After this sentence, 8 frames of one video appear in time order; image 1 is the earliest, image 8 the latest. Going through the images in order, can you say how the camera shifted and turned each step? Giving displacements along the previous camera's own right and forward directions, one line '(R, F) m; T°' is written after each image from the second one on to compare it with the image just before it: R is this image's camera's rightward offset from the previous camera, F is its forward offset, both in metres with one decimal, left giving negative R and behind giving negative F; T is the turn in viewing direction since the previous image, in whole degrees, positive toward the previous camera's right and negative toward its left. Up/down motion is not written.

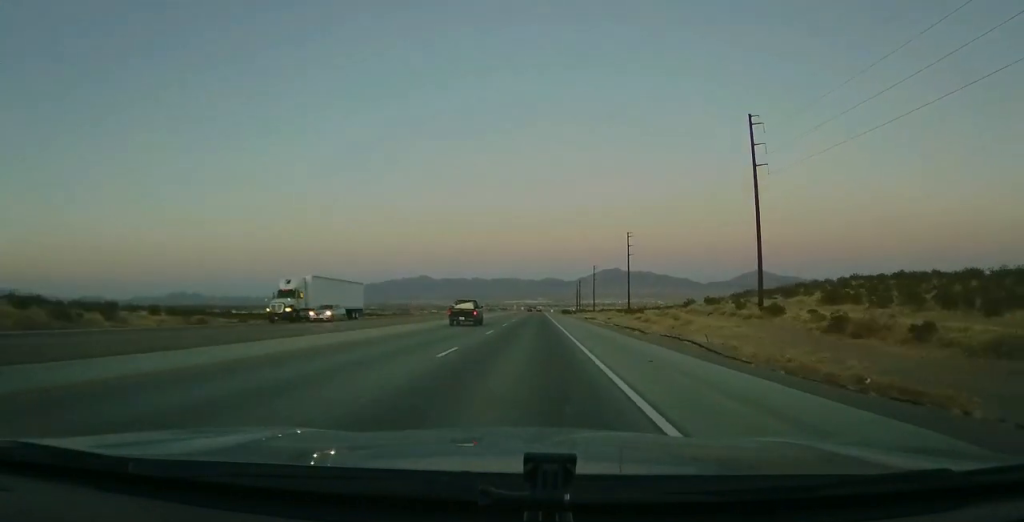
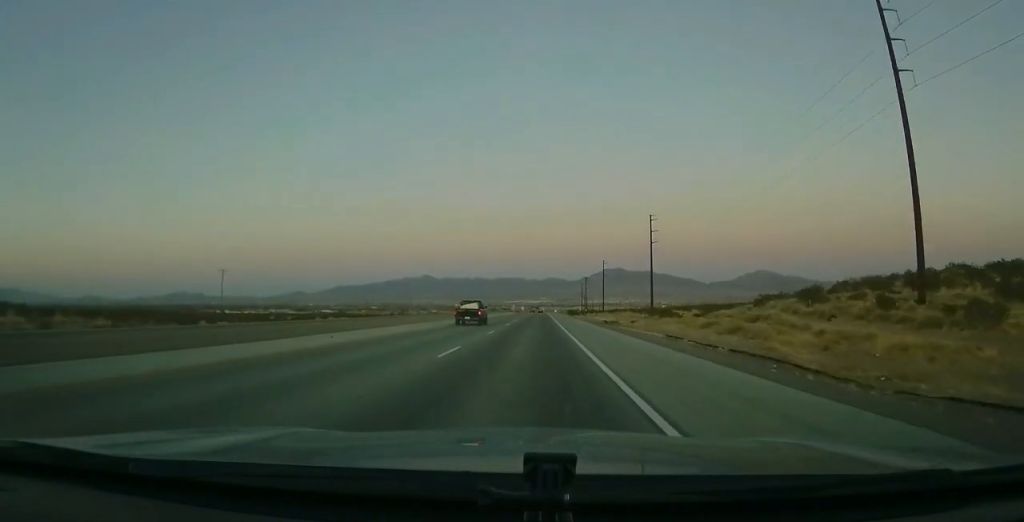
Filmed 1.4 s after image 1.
(+0.6, +36.5) m; 0°
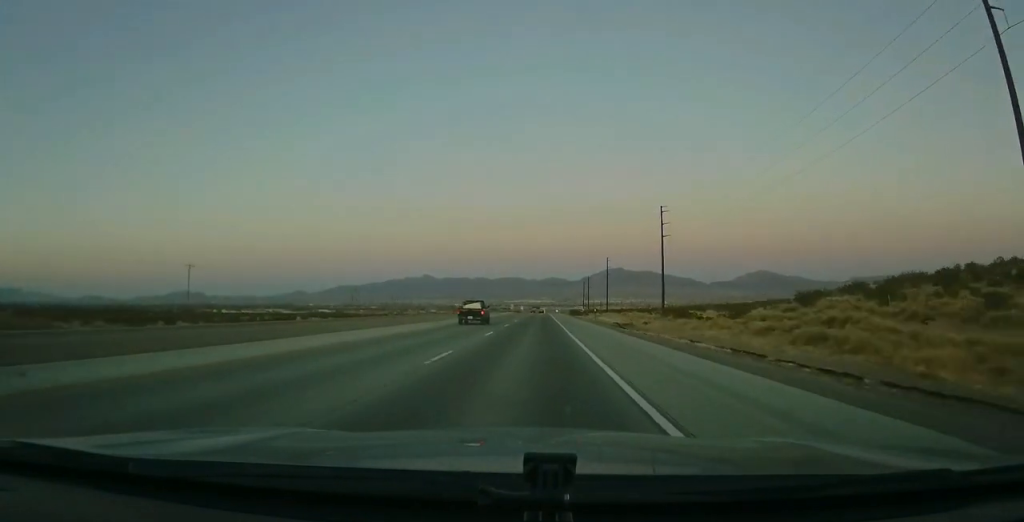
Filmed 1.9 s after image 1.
(+0.1, +13.9) m; 0°
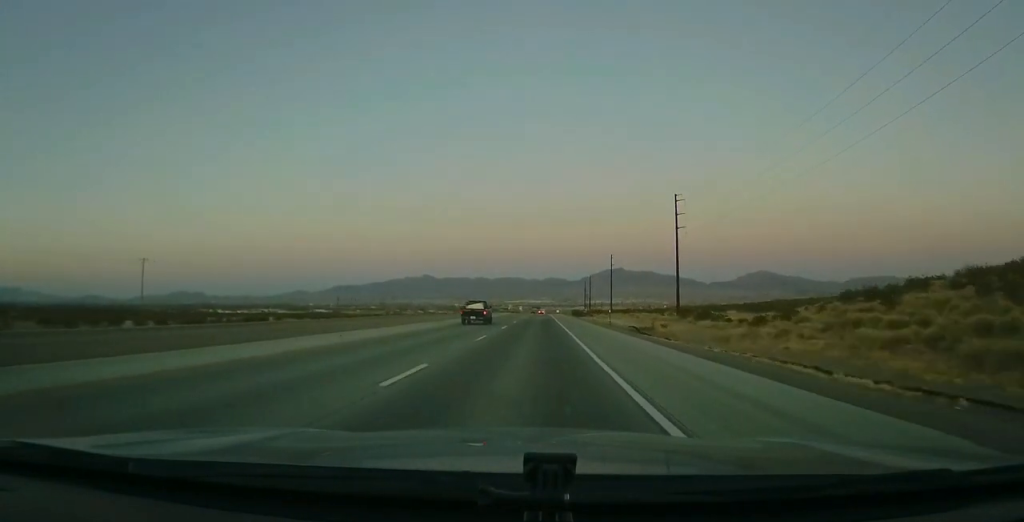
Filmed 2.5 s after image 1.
(-0.3, +15.7) m; 0°
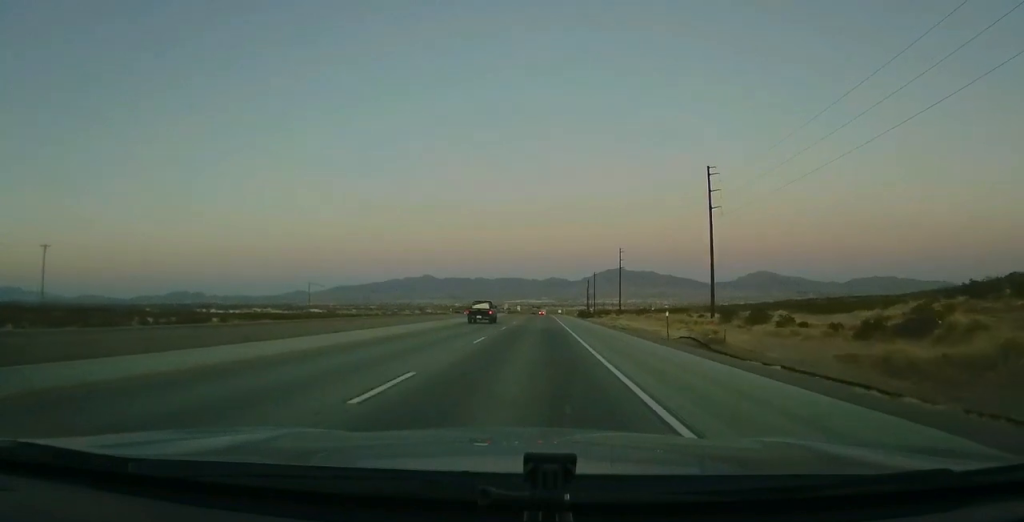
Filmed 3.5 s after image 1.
(+0.2, +26.0) m; 0°
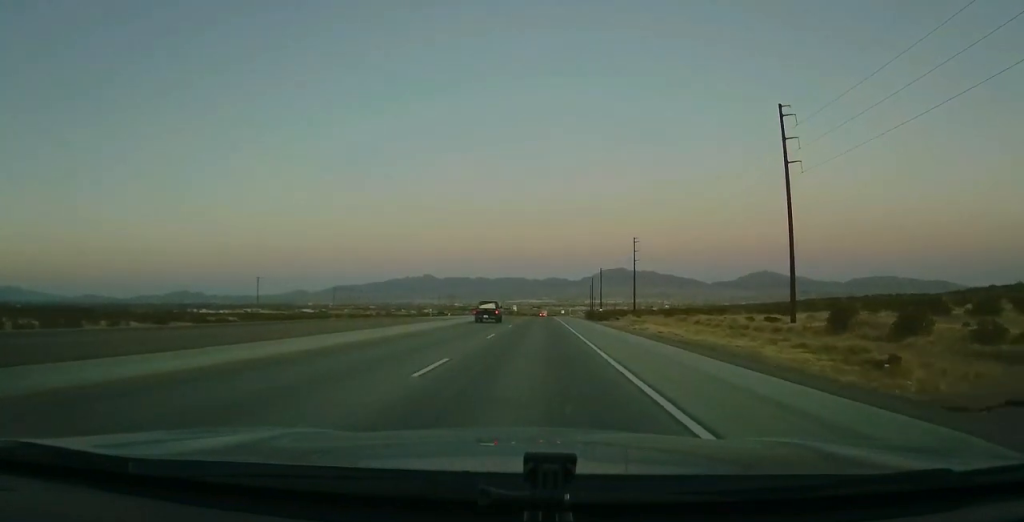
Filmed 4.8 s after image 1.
(-0.3, +33.6) m; 0°
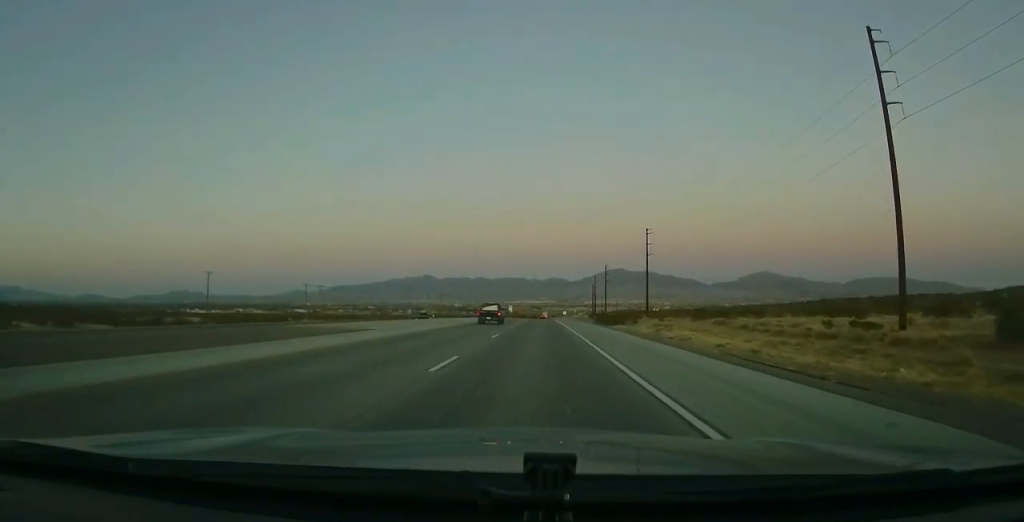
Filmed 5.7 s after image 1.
(+0.5, +23.2) m; 0°
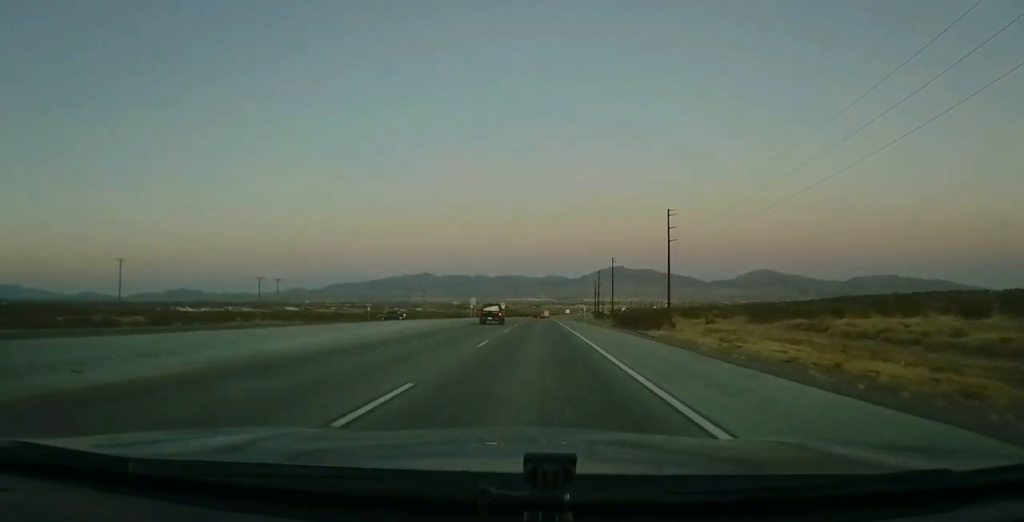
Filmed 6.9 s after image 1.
(-0.5, +29.3) m; 0°
